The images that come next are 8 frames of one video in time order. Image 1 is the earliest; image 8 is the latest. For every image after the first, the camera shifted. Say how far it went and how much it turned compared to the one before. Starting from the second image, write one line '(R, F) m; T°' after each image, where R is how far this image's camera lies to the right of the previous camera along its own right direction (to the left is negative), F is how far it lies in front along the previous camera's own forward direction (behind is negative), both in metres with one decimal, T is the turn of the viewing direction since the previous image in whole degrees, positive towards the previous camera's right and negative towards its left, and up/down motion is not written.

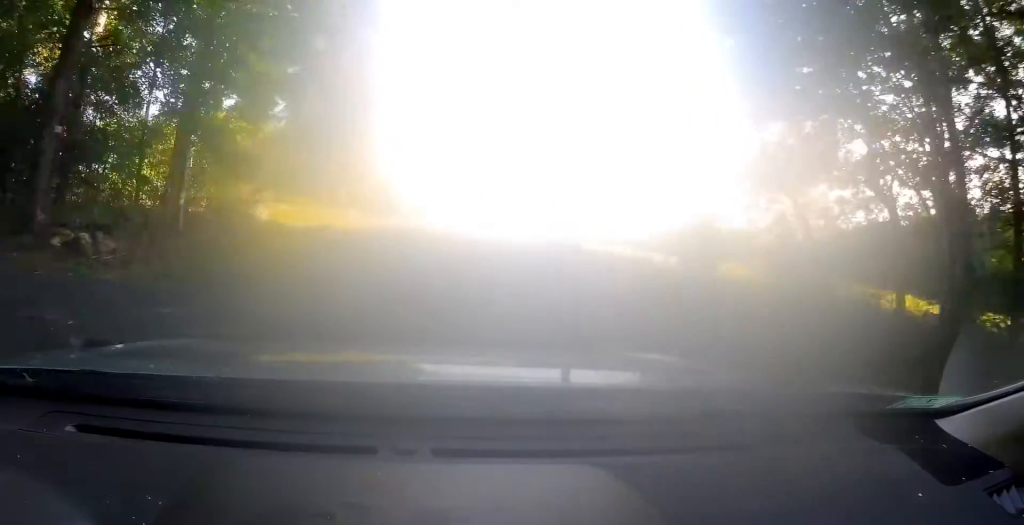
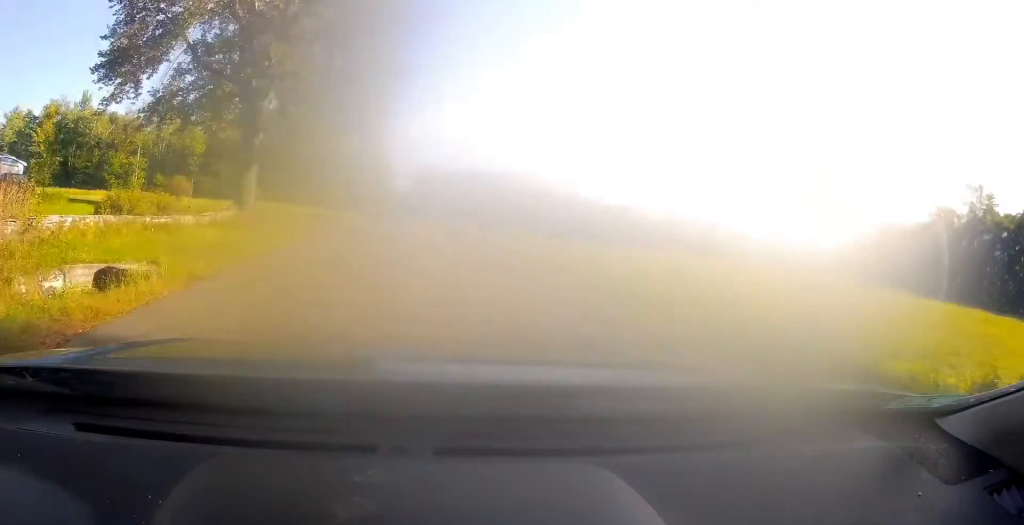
(-0.3, +17.3) m; -1°
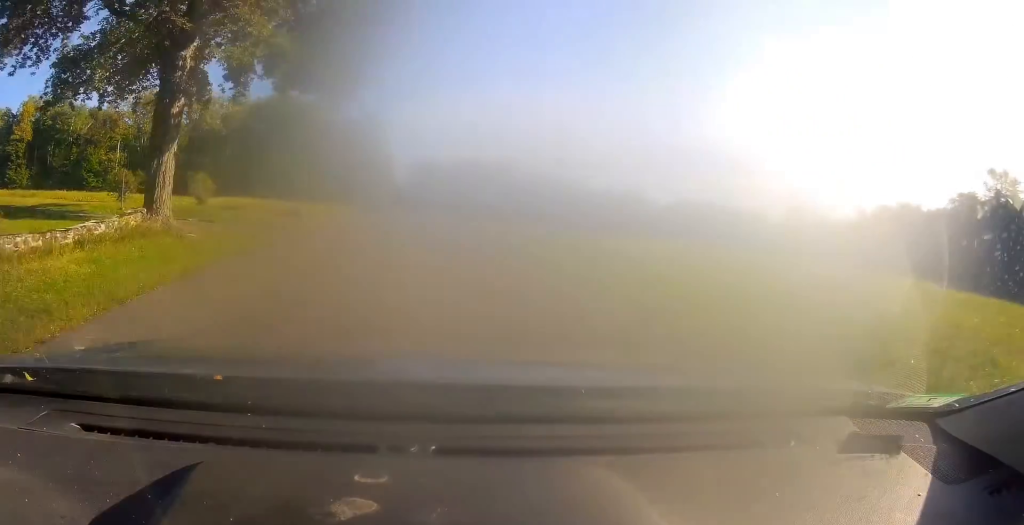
(0.0, +8.6) m; +1°
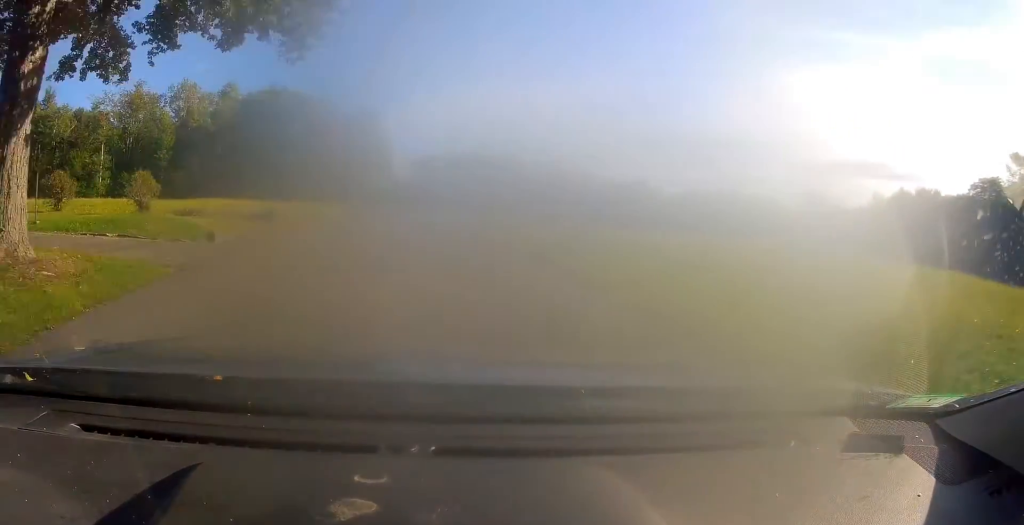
(0.0, +7.1) m; +1°
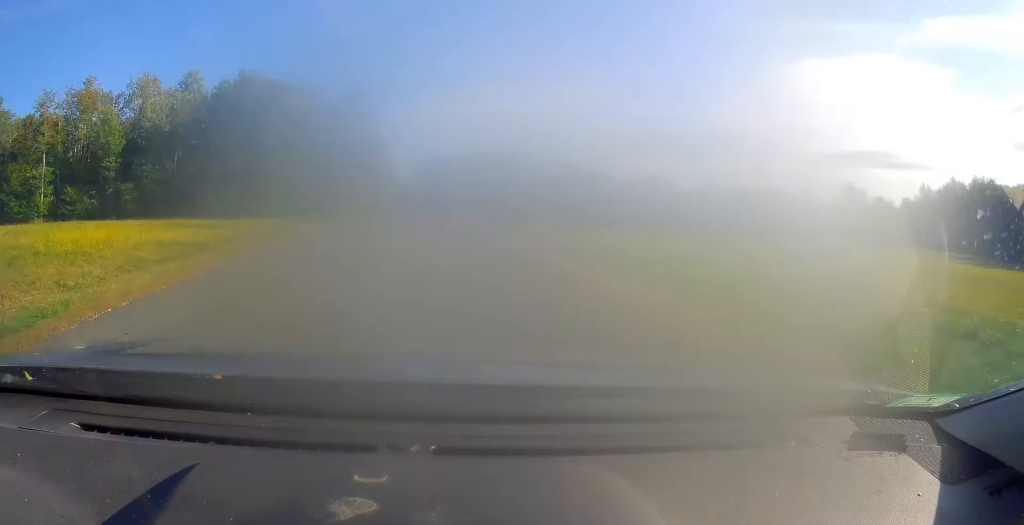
(+0.5, +21.5) m; +1°
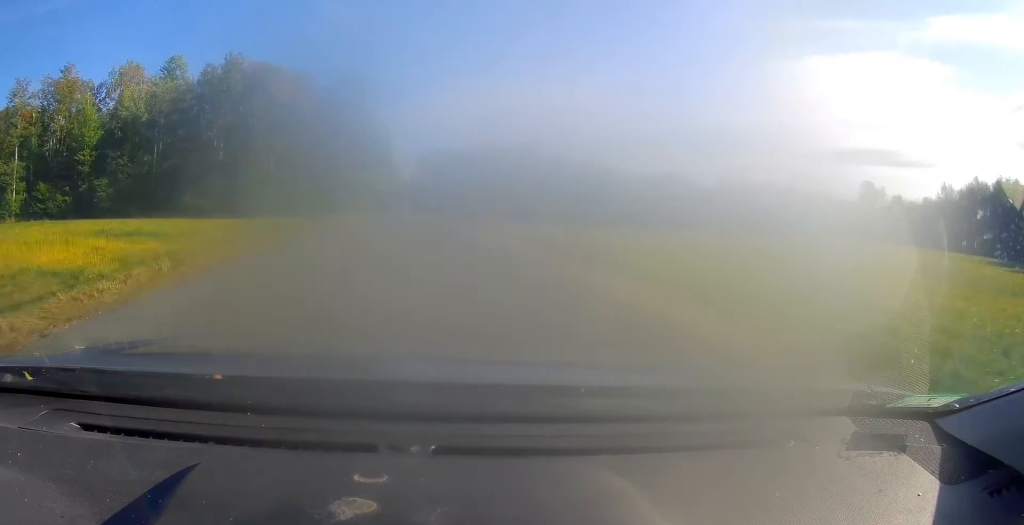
(-0.1, +9.1) m; -1°
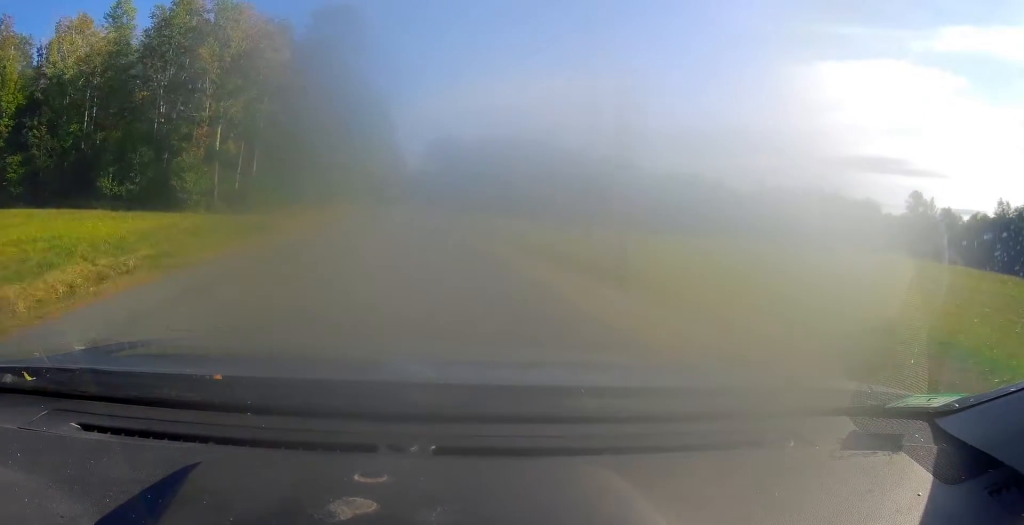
(-0.5, +20.9) m; 0°
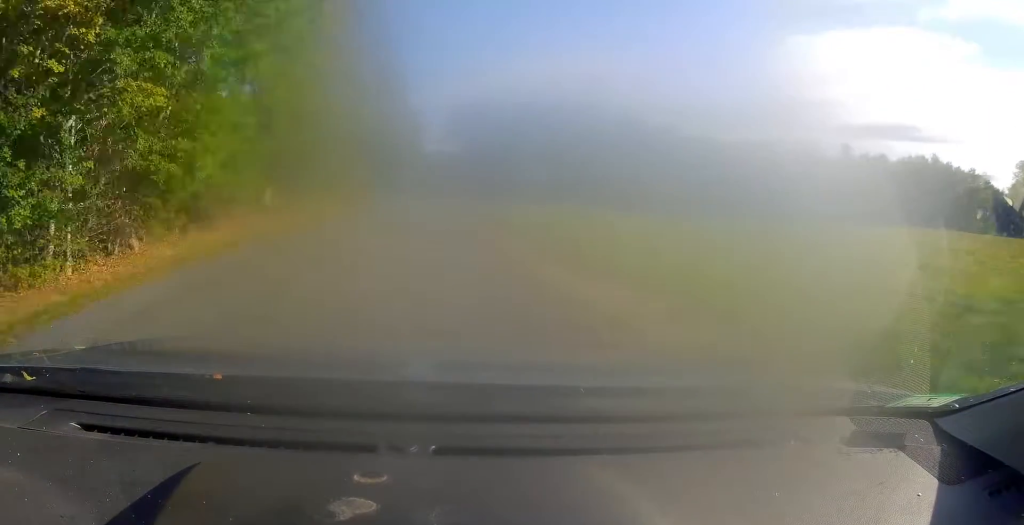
(+0.5, +41.1) m; 0°
